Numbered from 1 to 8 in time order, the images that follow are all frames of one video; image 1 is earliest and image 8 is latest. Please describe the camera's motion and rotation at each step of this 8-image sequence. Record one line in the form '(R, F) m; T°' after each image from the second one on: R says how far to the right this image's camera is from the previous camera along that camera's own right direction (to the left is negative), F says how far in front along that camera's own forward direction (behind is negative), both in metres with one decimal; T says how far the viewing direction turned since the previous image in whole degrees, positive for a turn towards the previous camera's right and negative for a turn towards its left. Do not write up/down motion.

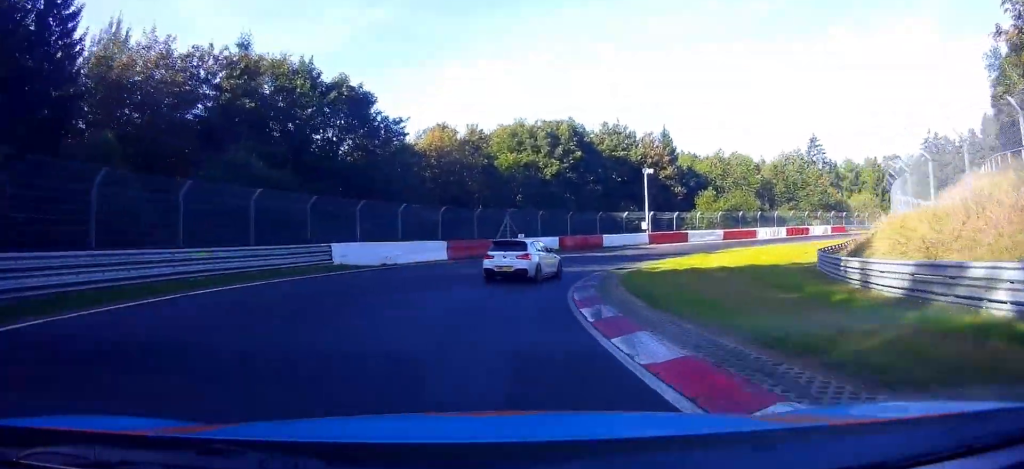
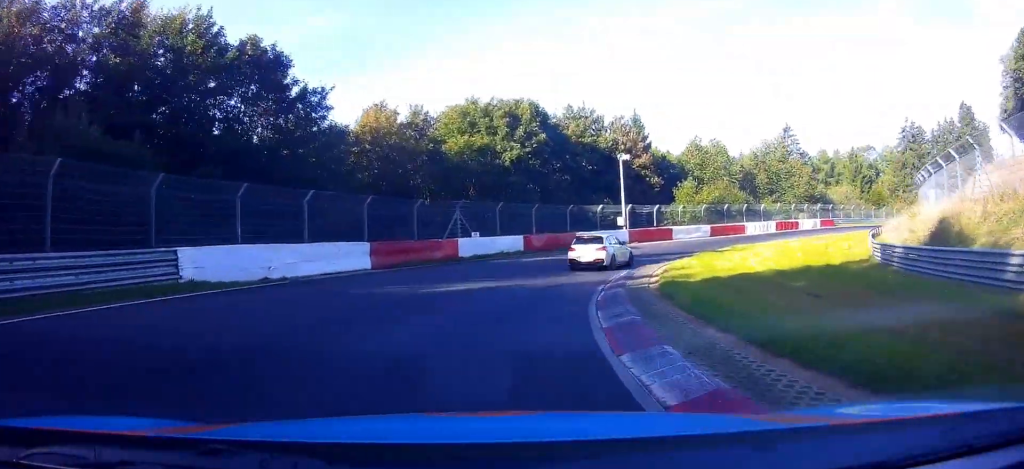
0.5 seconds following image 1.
(-0.2, +9.8) m; 0°
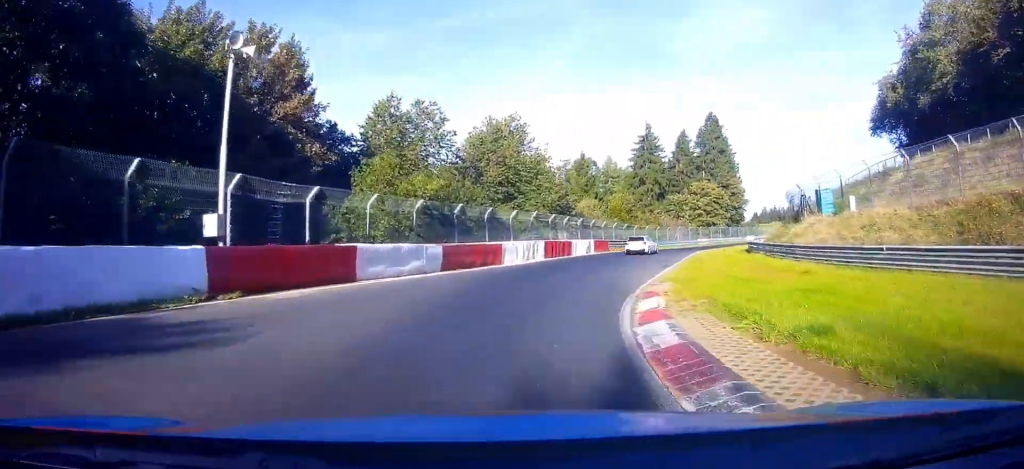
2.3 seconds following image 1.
(+1.6, +34.3) m; +8°
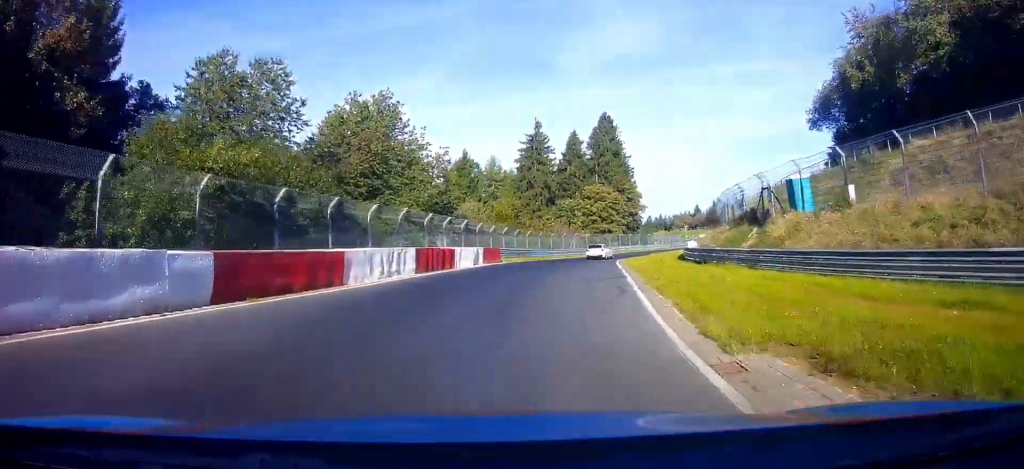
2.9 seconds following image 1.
(+0.4, +11.3) m; +4°
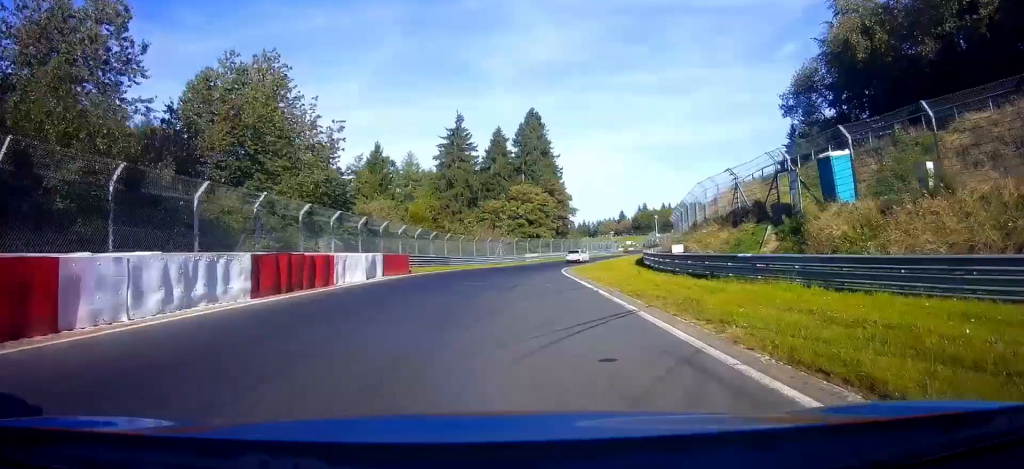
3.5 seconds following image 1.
(+0.3, +10.1) m; +4°
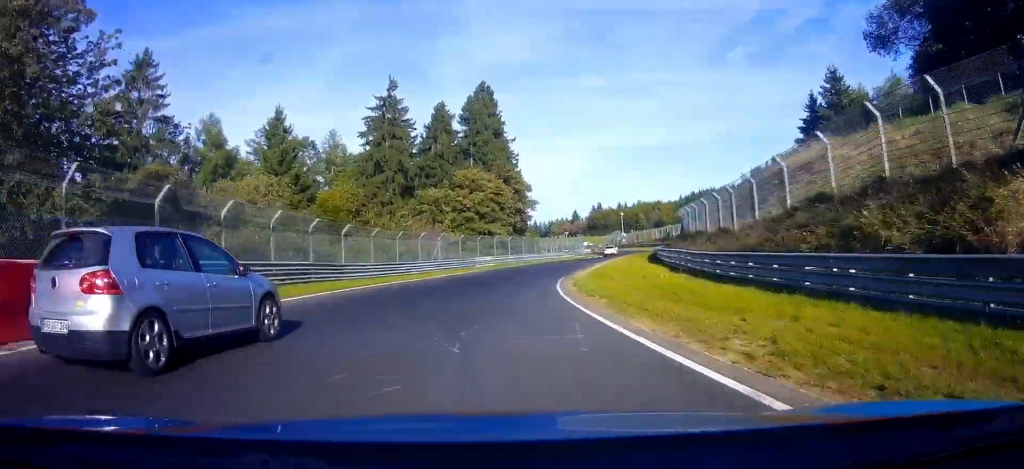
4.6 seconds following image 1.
(+1.6, +20.9) m; +10°
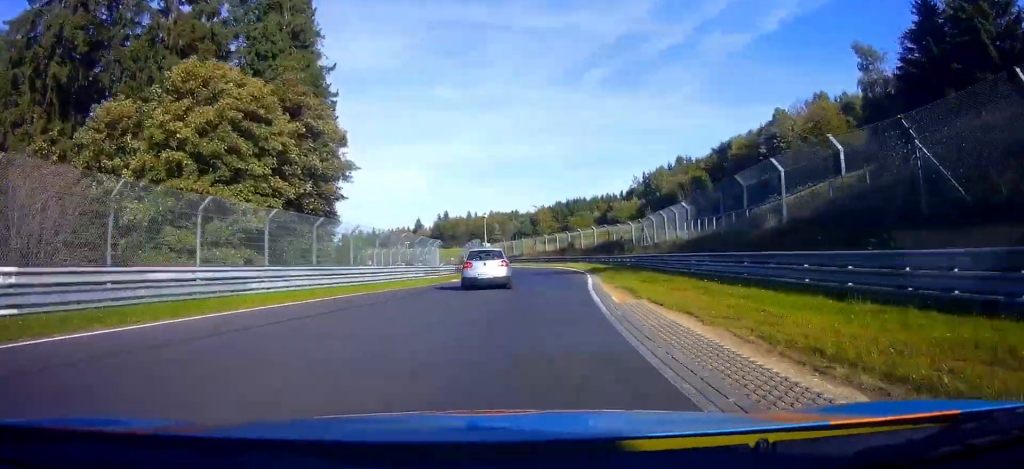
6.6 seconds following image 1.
(+6.2, +37.8) m; +19°
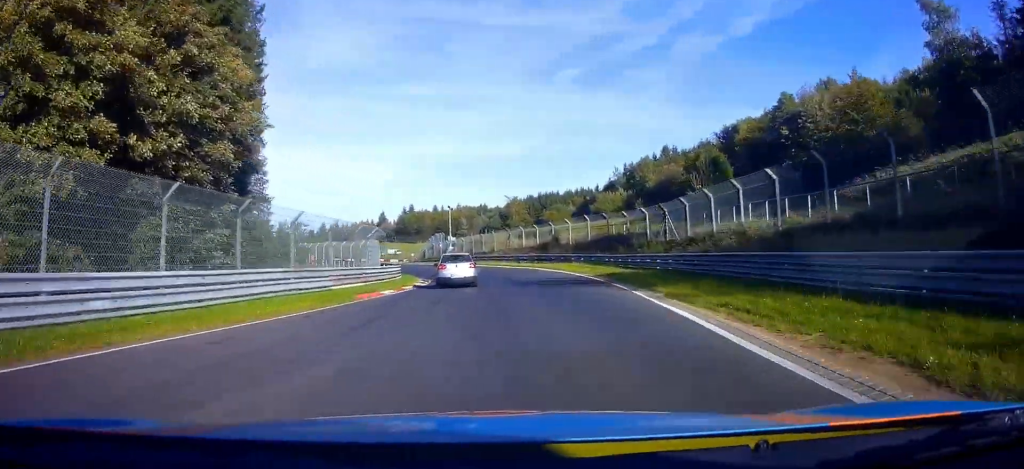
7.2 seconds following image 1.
(+0.1, +11.6) m; +6°
